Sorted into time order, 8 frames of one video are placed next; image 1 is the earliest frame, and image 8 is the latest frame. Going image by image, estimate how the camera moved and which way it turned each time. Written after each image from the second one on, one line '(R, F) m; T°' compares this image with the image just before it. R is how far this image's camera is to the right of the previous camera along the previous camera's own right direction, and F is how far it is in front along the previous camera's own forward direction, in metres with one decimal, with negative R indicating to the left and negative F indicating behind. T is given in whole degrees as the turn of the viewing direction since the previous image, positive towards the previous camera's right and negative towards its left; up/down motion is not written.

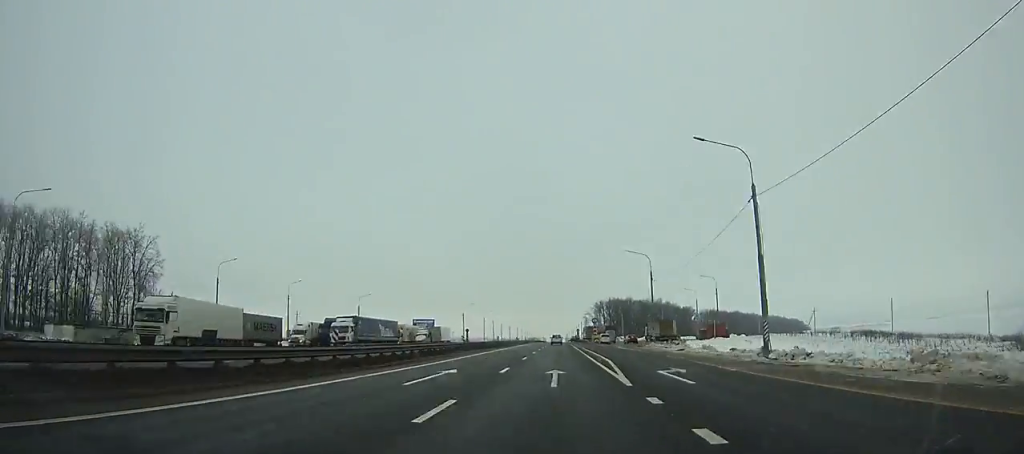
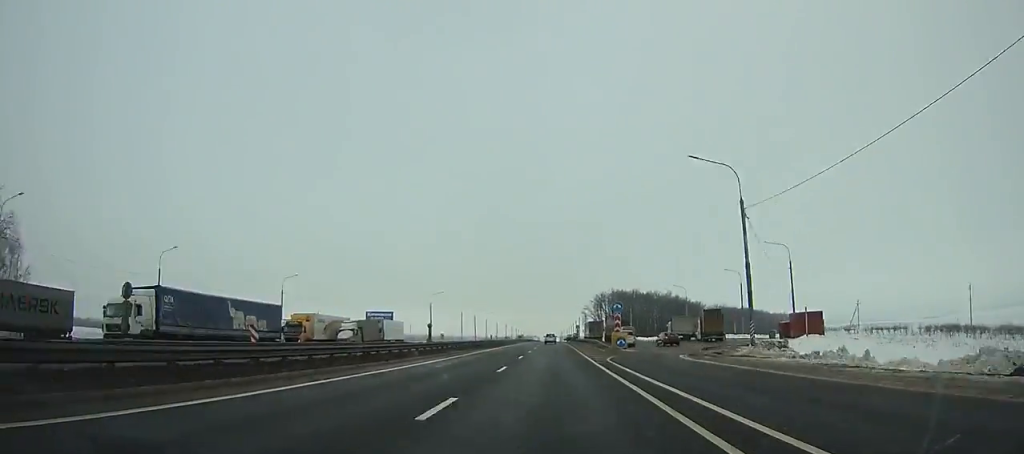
(+0.1, +35.1) m; 0°
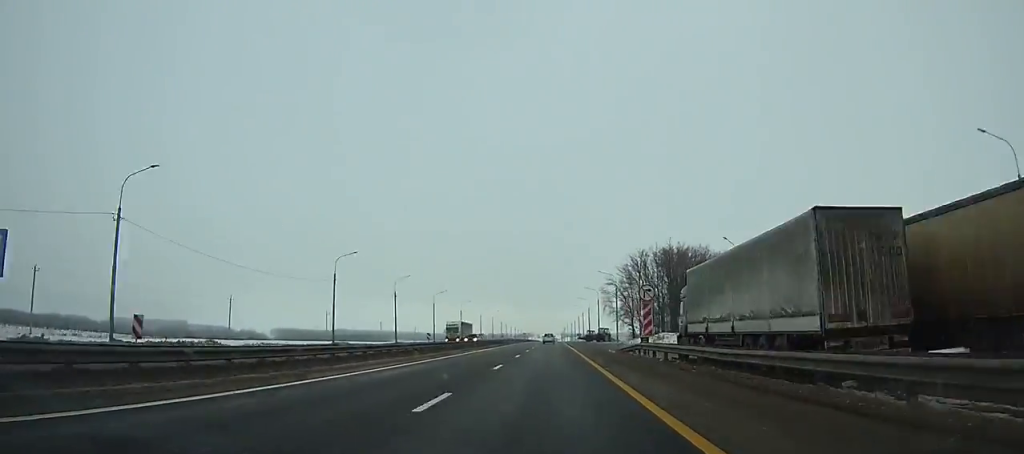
(+0.3, +94.3) m; 0°
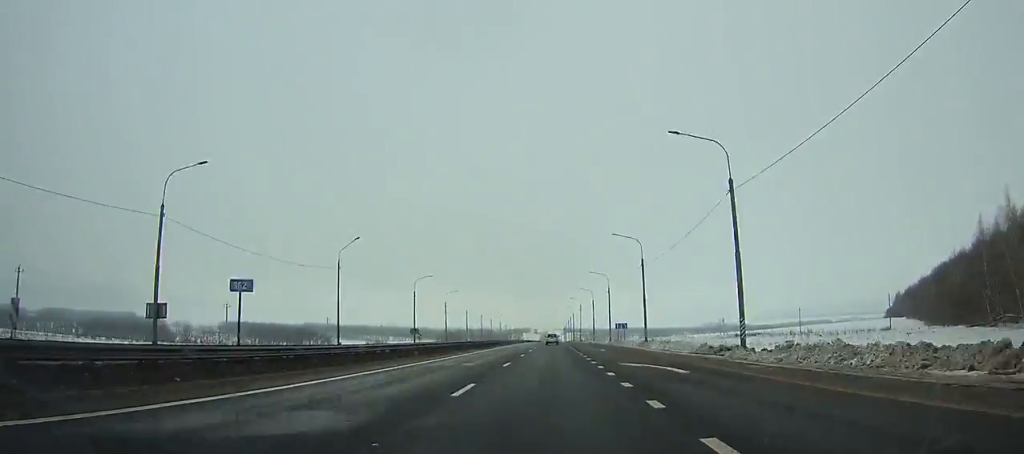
(-0.4, +151.5) m; 0°
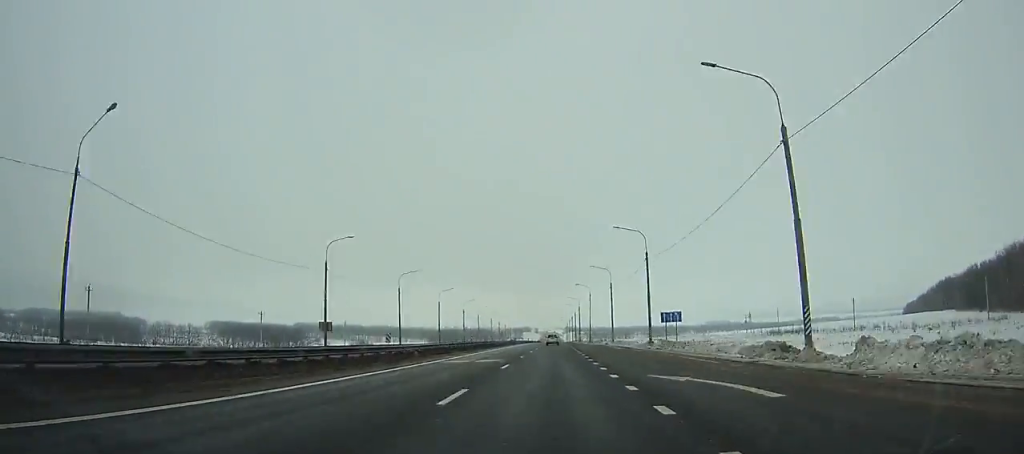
(0.0, +38.0) m; 0°
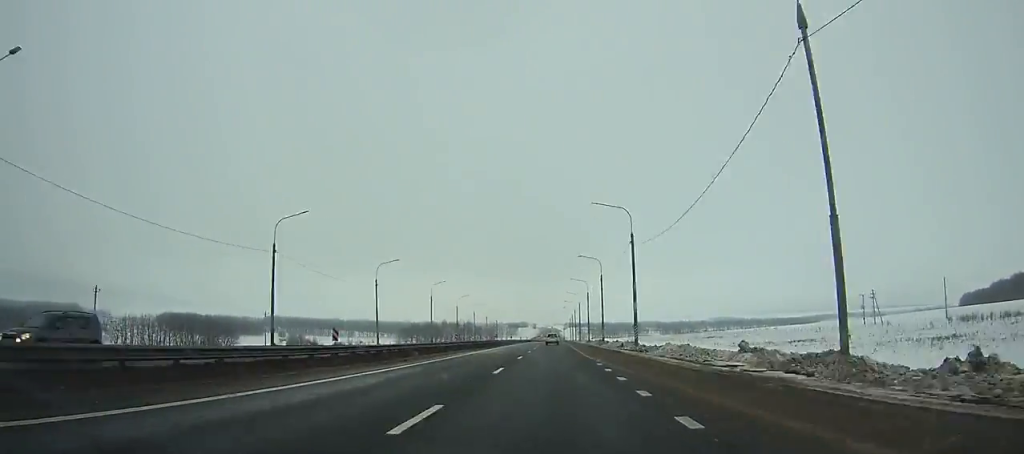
(-0.1, +98.0) m; 0°
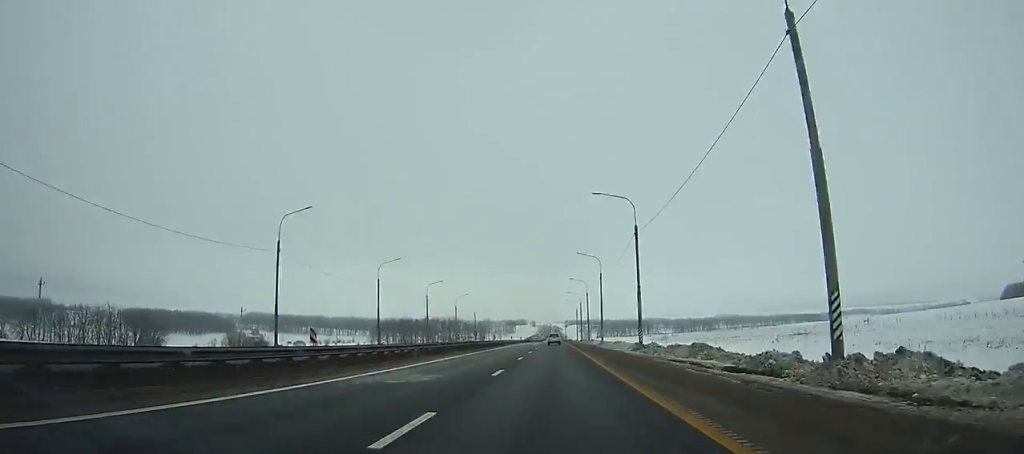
(0.0, +60.2) m; 0°
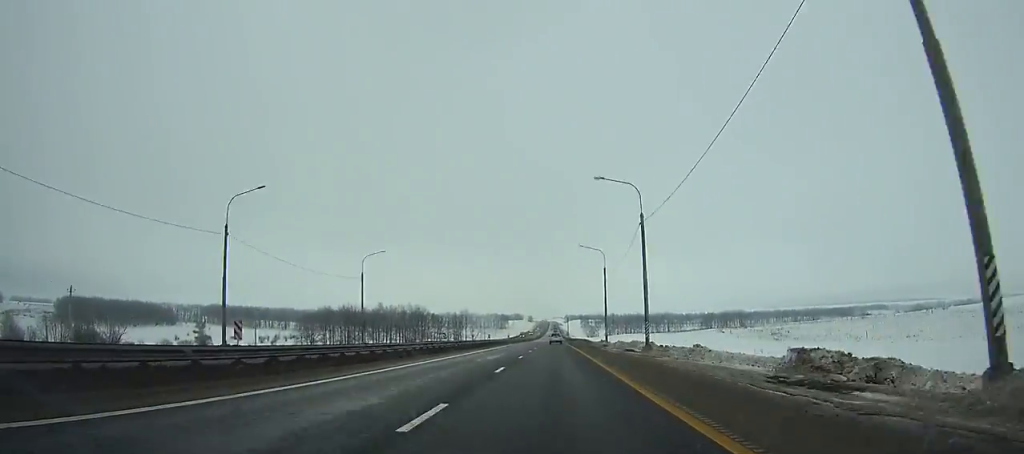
(-0.1, +96.2) m; 0°
